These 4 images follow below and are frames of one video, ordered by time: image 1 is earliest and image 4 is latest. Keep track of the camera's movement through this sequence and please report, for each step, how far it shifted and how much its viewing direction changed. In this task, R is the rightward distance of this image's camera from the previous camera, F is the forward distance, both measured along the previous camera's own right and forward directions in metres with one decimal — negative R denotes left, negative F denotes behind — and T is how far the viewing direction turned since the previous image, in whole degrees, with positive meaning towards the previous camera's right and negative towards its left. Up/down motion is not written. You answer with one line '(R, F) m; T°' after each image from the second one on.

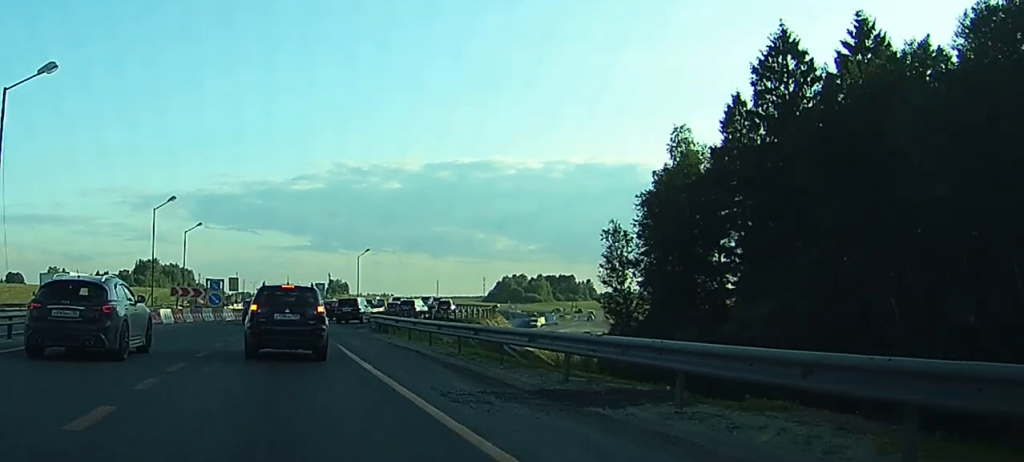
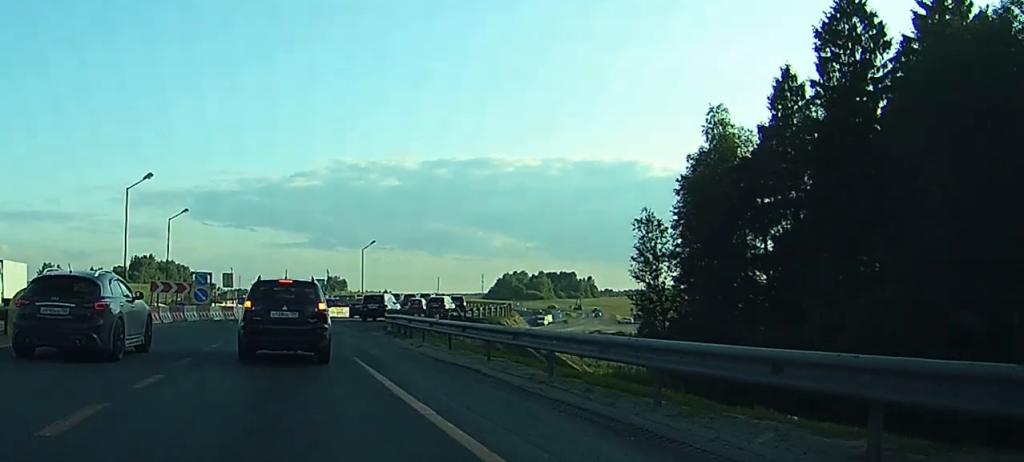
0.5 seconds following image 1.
(+0.1, +7.6) m; -1°
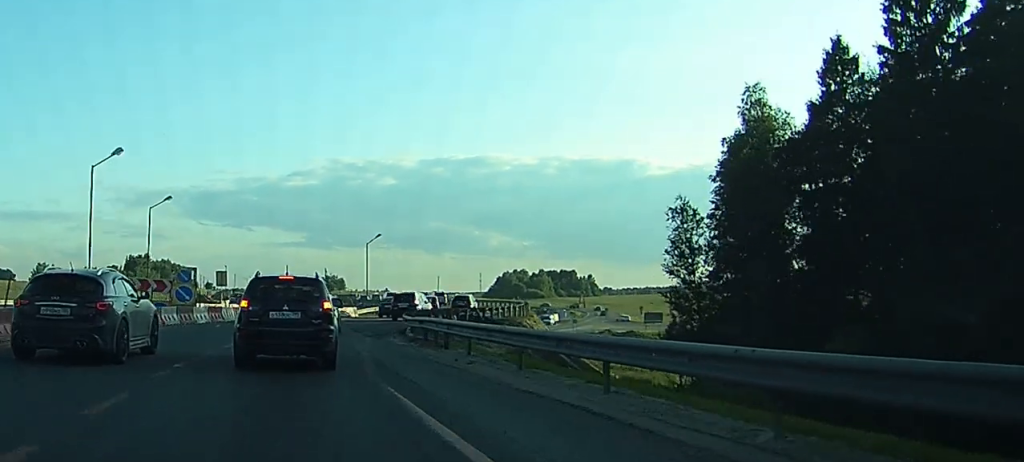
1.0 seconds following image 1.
(-0.1, +6.8) m; 0°
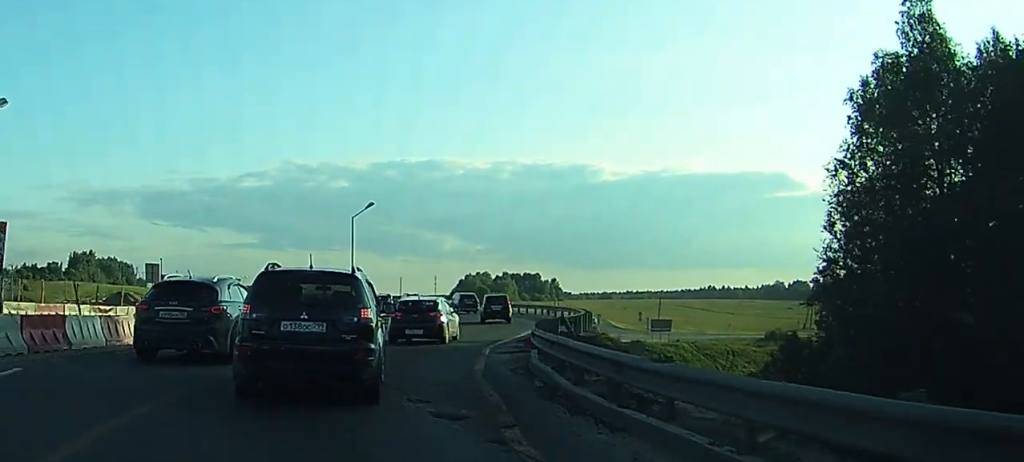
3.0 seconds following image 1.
(0.0, +27.3) m; +2°
